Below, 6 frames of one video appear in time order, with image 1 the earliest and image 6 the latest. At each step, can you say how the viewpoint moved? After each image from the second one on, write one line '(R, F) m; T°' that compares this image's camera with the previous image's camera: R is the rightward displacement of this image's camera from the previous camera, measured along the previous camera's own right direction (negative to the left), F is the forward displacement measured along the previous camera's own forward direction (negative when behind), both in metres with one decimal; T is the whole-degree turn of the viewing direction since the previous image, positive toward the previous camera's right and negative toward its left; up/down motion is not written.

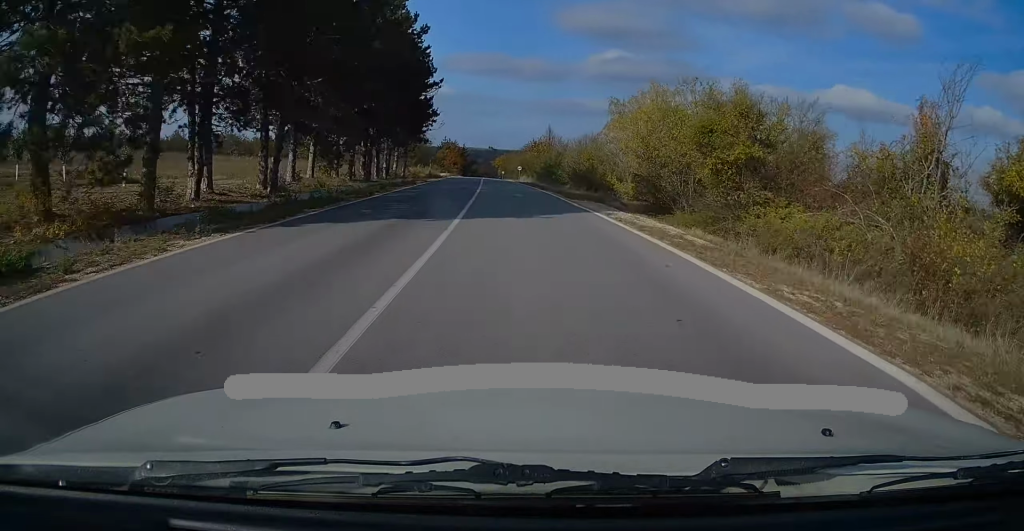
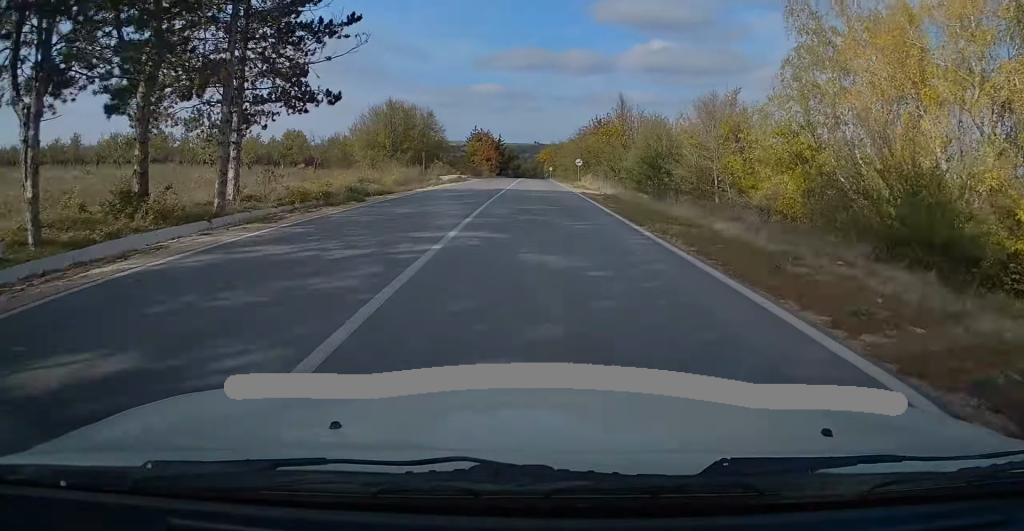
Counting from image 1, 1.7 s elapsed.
(-1.6, +45.6) m; -4°
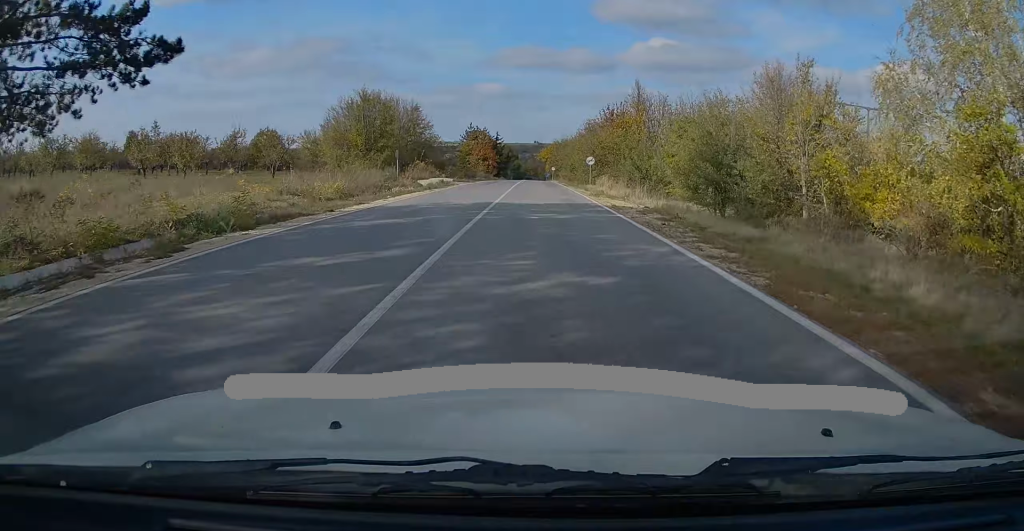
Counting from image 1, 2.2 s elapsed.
(-0.2, +12.4) m; -1°
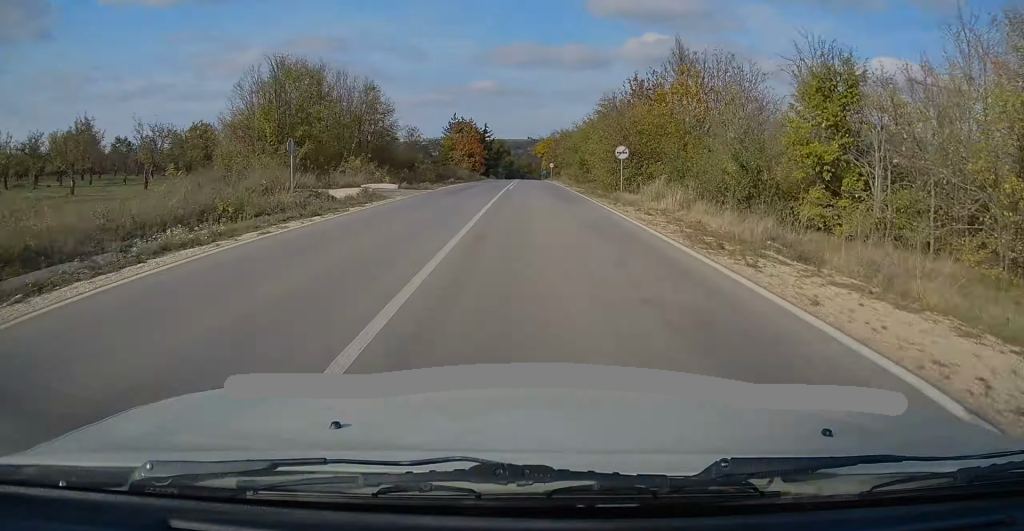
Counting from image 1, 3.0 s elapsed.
(-0.3, +21.3) m; -1°
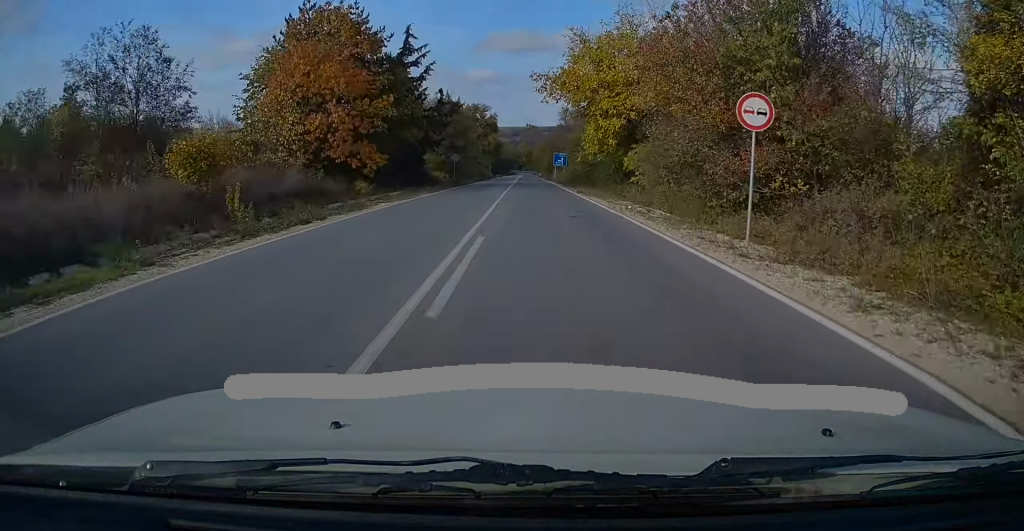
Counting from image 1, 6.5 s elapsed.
(+0.7, +92.1) m; 0°
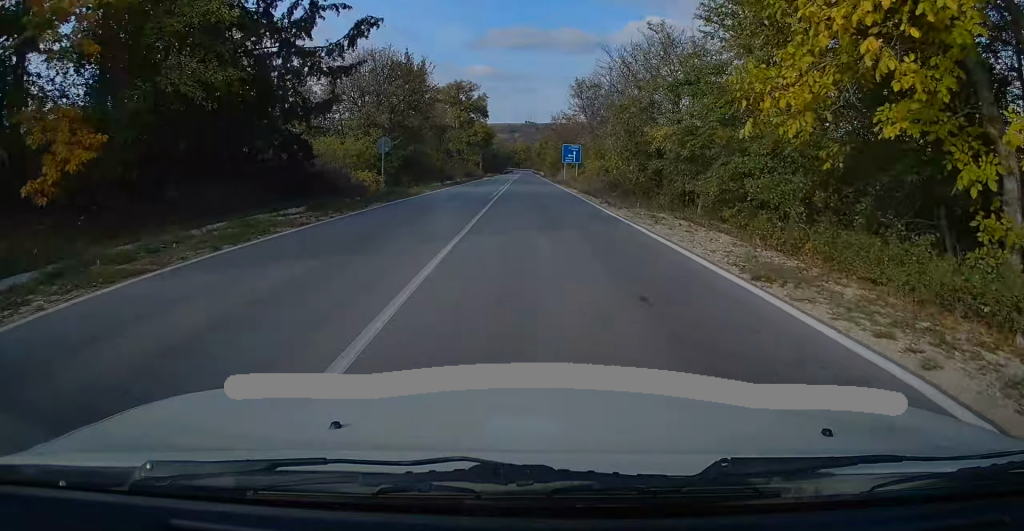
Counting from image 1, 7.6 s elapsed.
(-0.1, +27.5) m; 0°
